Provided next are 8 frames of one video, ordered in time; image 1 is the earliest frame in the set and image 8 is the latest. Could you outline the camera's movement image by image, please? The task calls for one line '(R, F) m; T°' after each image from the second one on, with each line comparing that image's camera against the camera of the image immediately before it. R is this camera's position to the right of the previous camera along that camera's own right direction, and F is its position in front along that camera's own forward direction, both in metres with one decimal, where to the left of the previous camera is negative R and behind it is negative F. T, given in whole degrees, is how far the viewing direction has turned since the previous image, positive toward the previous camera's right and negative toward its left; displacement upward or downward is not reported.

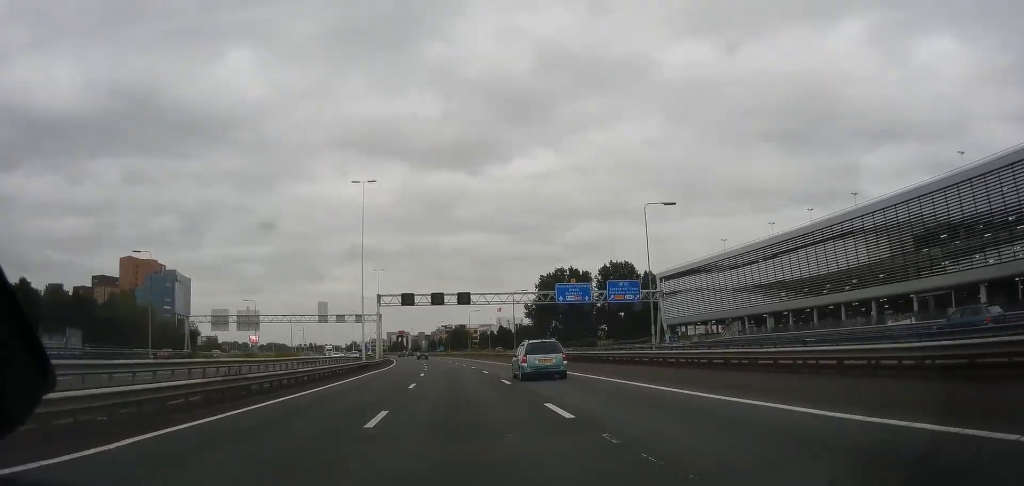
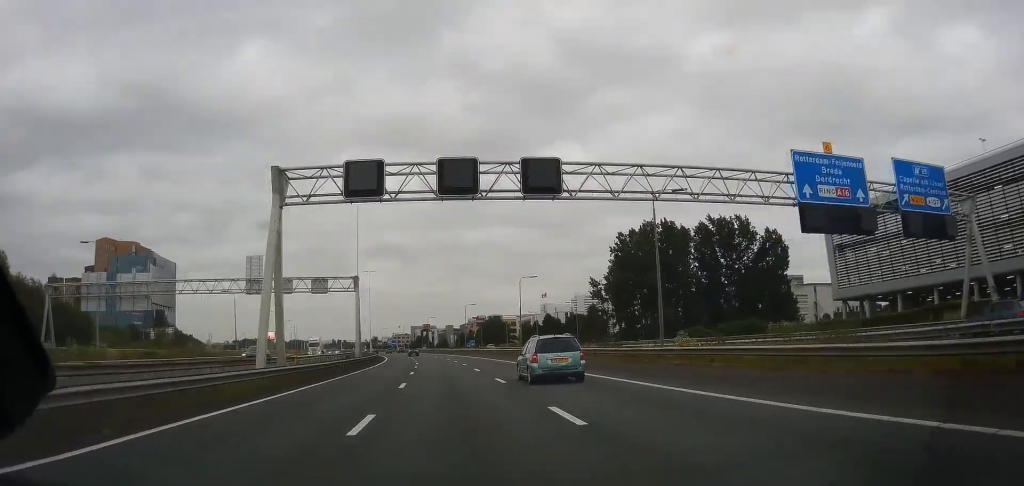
(-0.4, +59.5) m; -4°
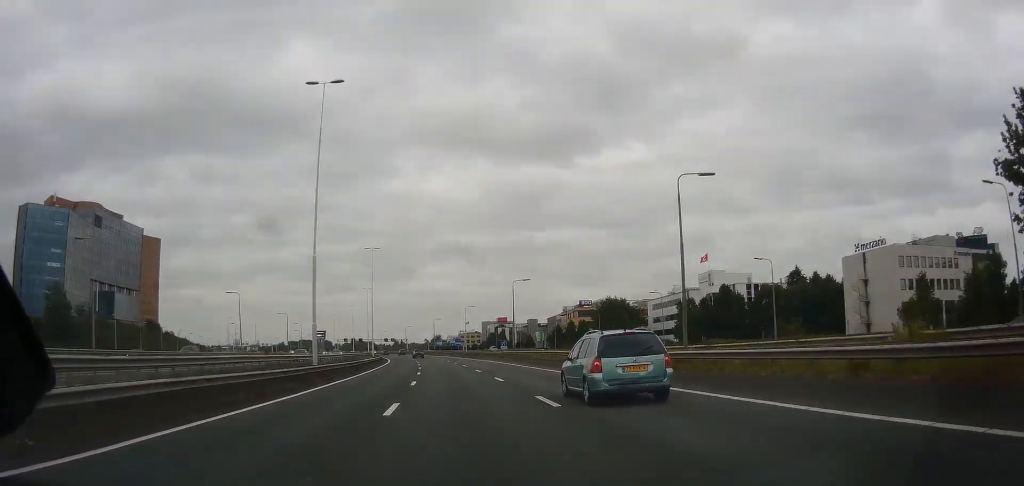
(-10.9, +103.1) m; -9°
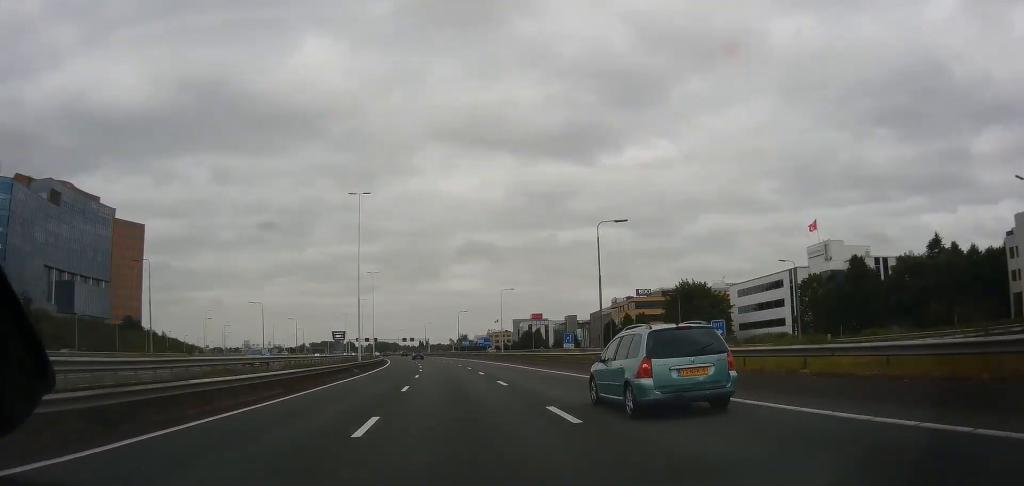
(0.0, +39.1) m; 0°
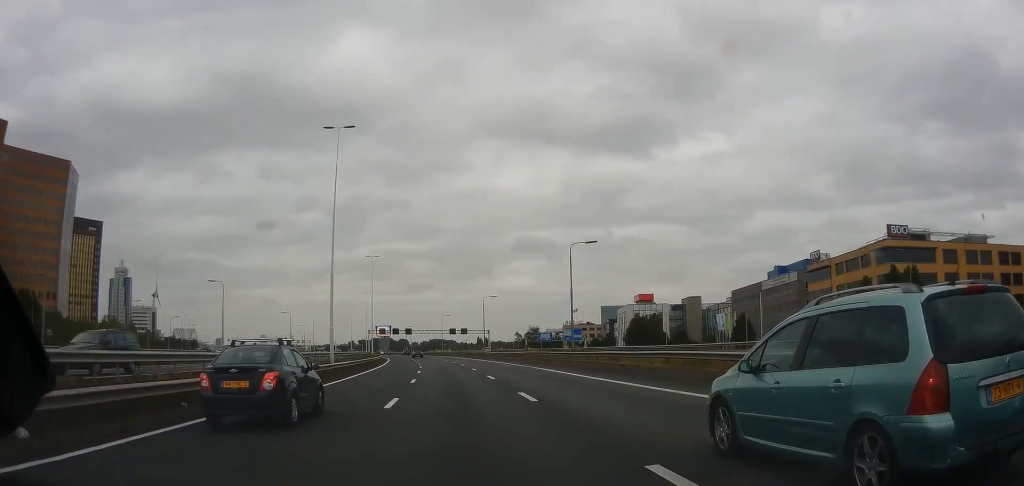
(-0.1, +91.4) m; 0°
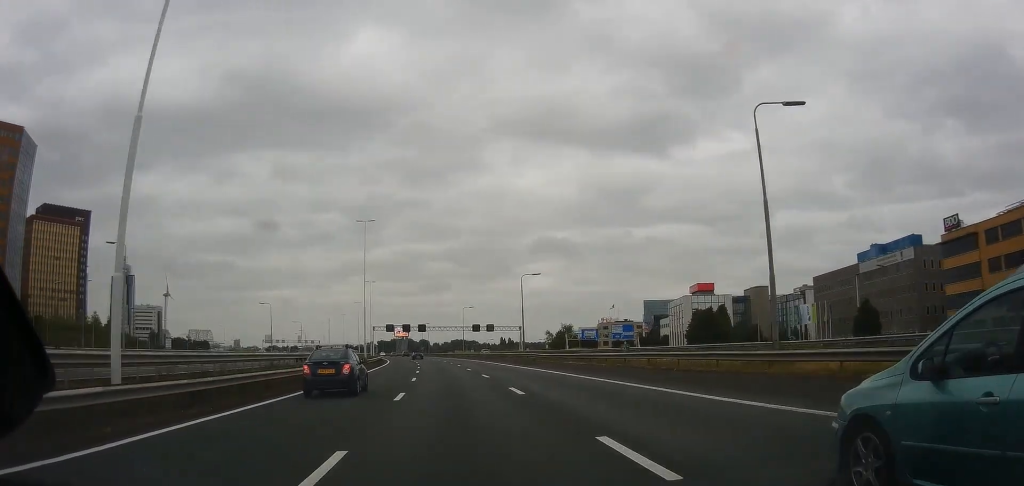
(0.0, +33.6) m; 0°
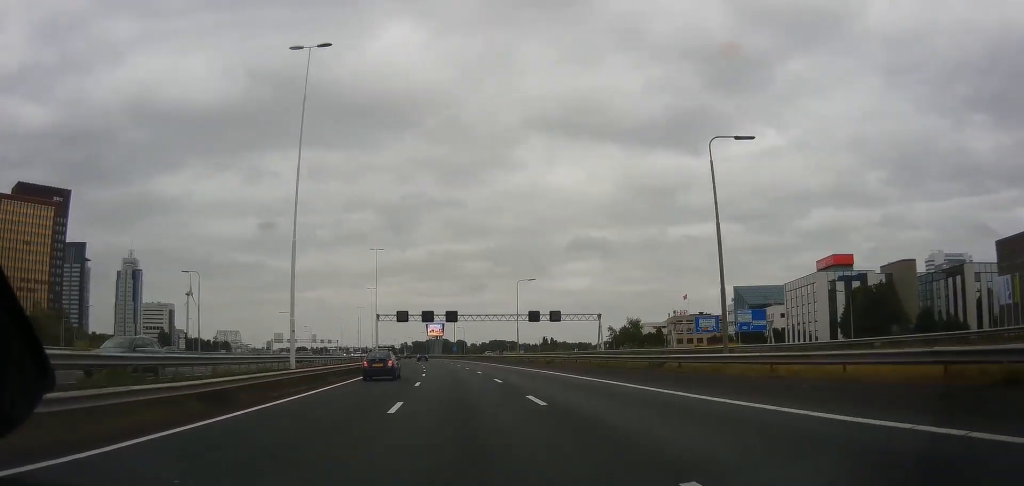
(0.0, +52.4) m; -2°
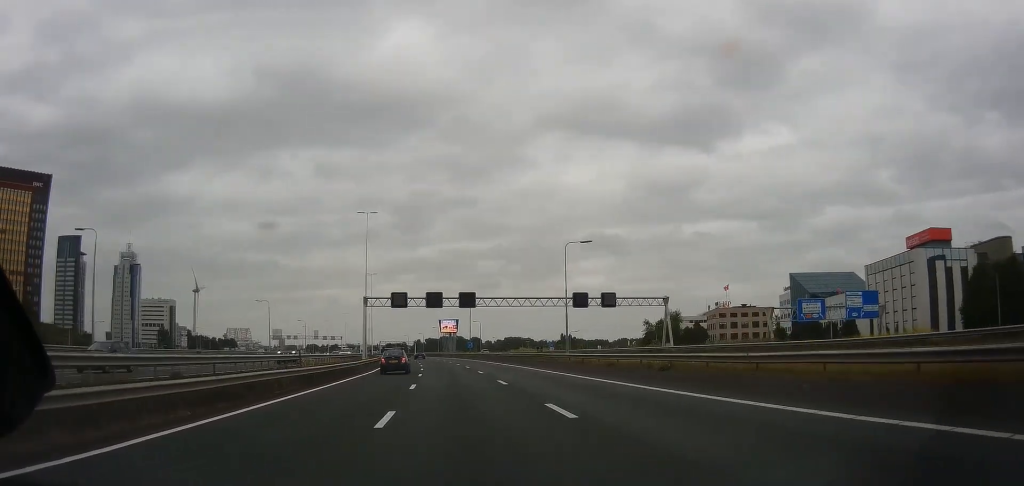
(+0.8, +26.2) m; -3°
